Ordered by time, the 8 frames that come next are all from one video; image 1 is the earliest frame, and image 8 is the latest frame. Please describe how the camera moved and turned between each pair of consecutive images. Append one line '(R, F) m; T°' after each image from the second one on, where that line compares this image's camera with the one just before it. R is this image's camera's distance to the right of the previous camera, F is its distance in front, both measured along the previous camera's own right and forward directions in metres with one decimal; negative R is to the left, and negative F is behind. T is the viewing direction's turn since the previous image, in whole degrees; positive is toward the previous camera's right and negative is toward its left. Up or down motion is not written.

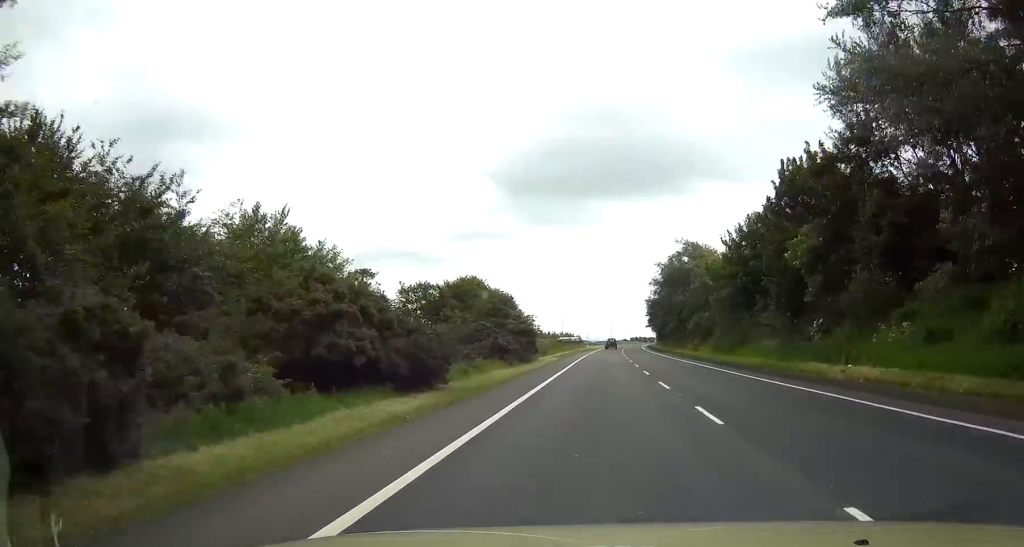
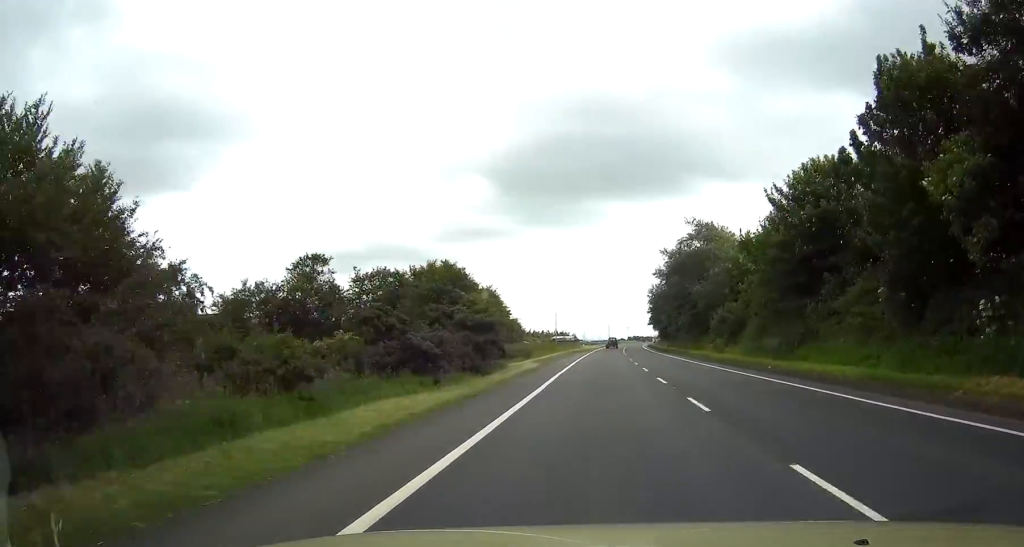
(0.0, +15.6) m; 0°
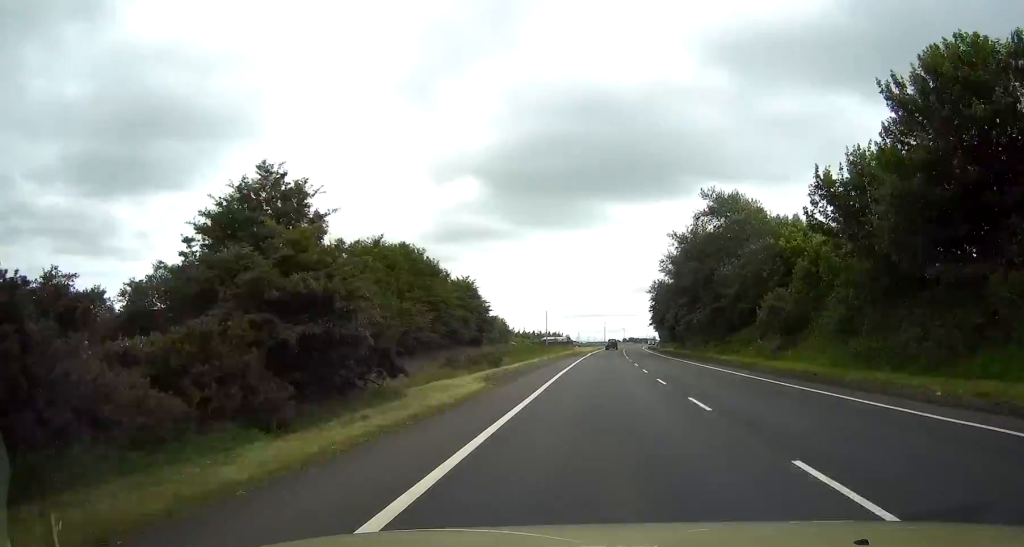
(0.0, +17.4) m; +1°
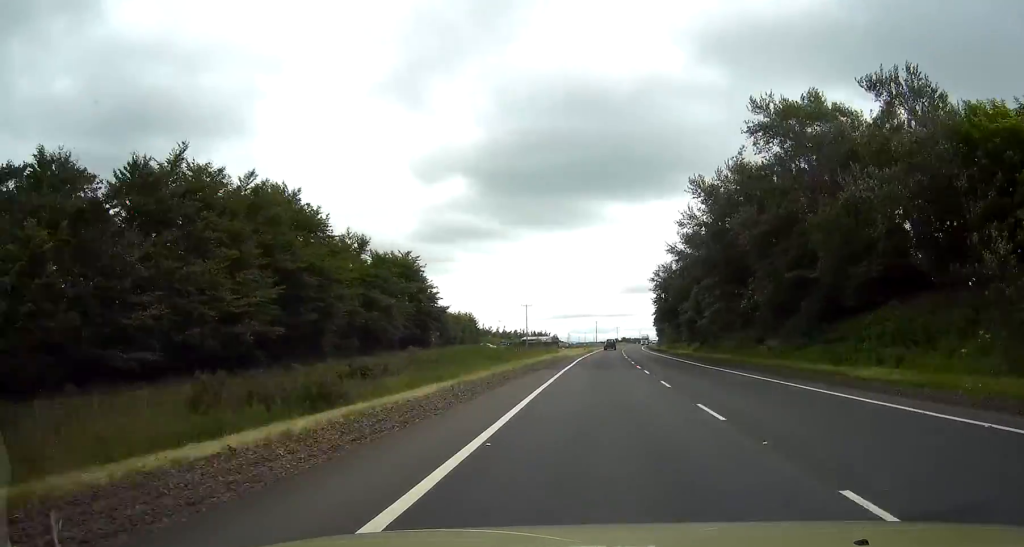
(+0.6, +27.7) m; +3°
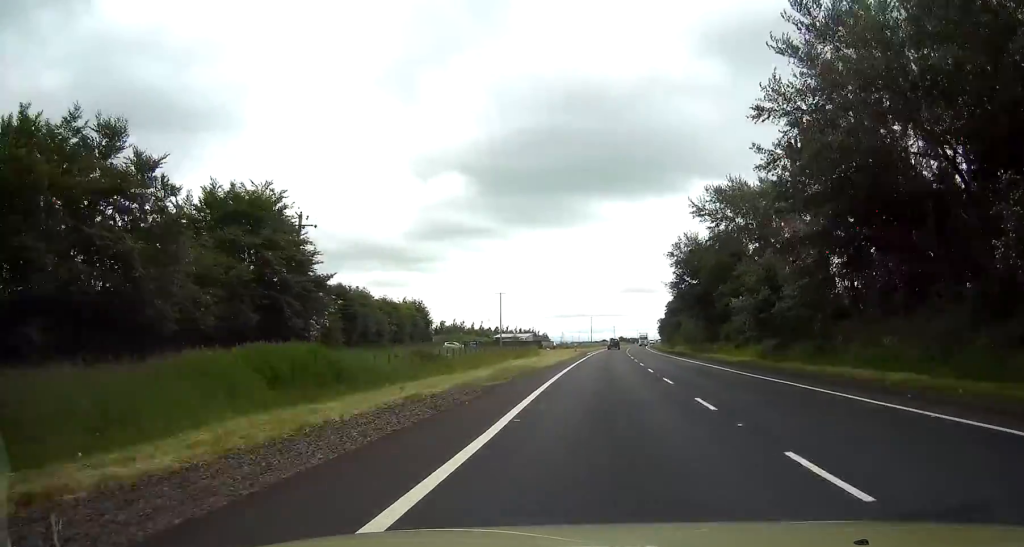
(+0.9, +31.1) m; +2°
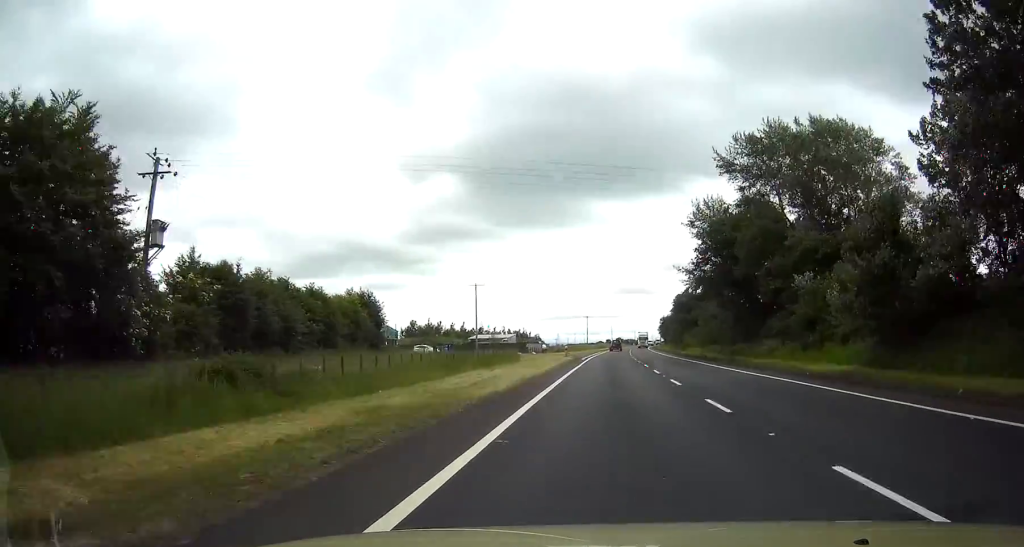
(0.0, +18.3) m; 0°
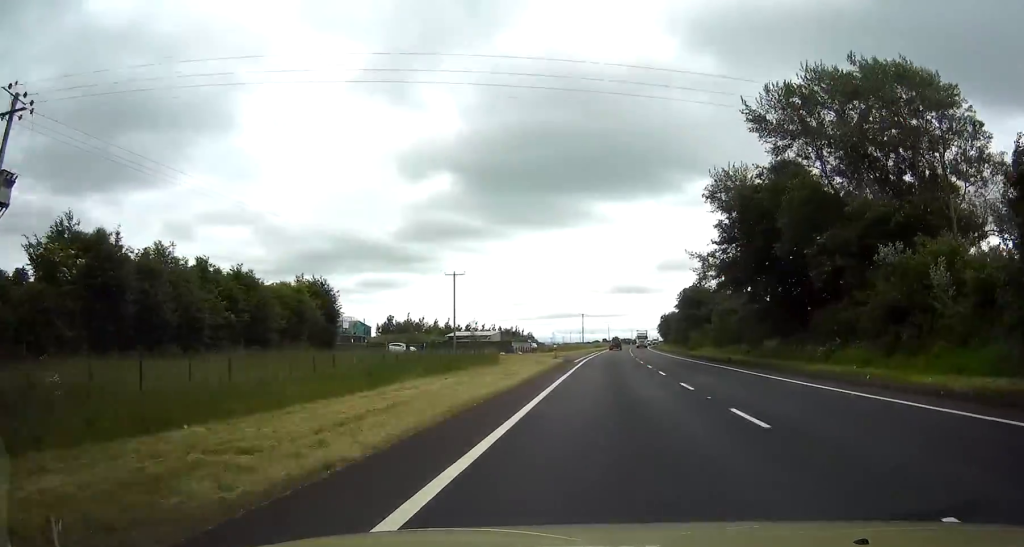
(0.0, +11.4) m; 0°
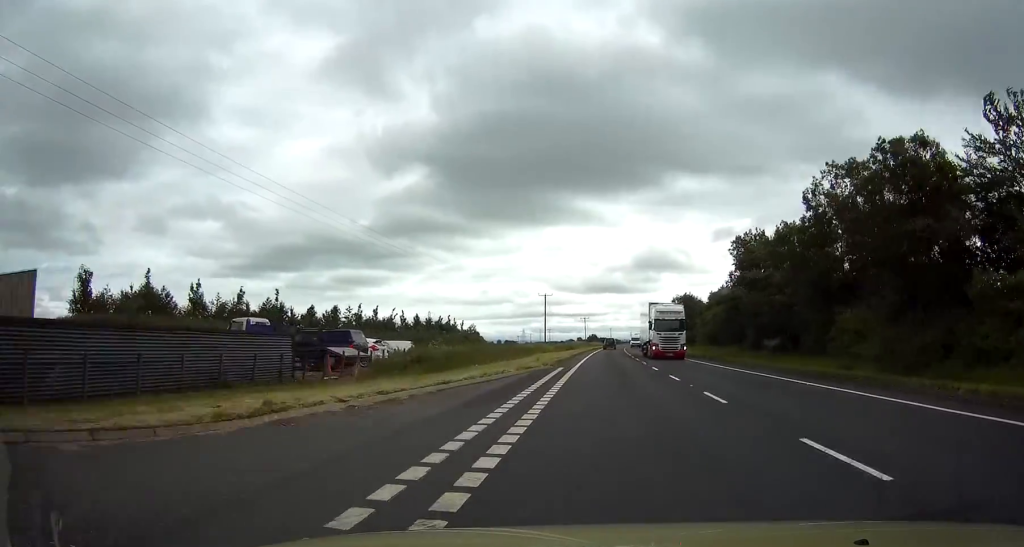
(0.0, +64.7) m; 0°
